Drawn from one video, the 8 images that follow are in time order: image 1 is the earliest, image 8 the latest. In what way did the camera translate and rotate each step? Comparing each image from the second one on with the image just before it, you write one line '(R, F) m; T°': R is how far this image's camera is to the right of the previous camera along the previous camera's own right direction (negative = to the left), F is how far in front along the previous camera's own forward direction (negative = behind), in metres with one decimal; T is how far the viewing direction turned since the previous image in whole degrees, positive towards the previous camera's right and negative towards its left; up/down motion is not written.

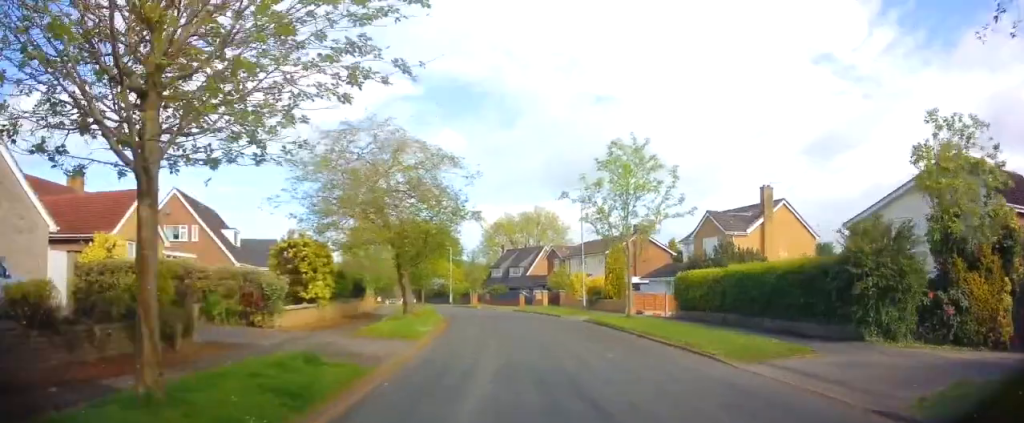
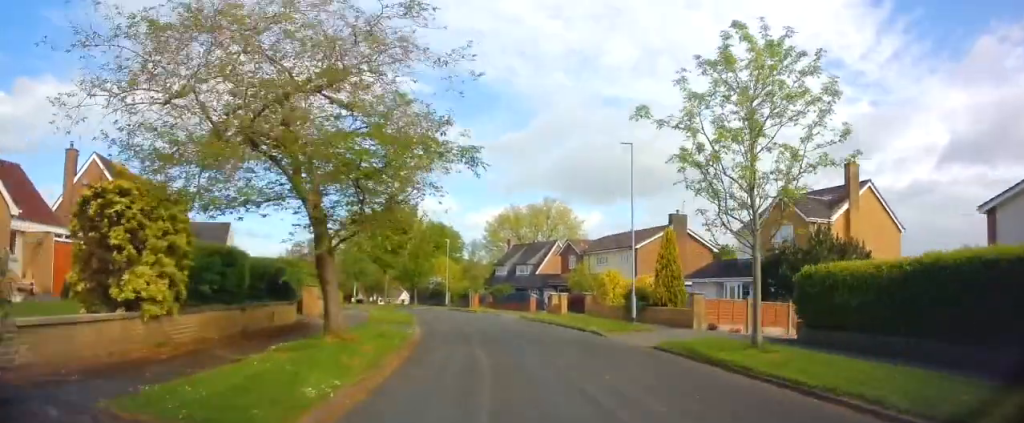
(0.0, +9.6) m; 0°
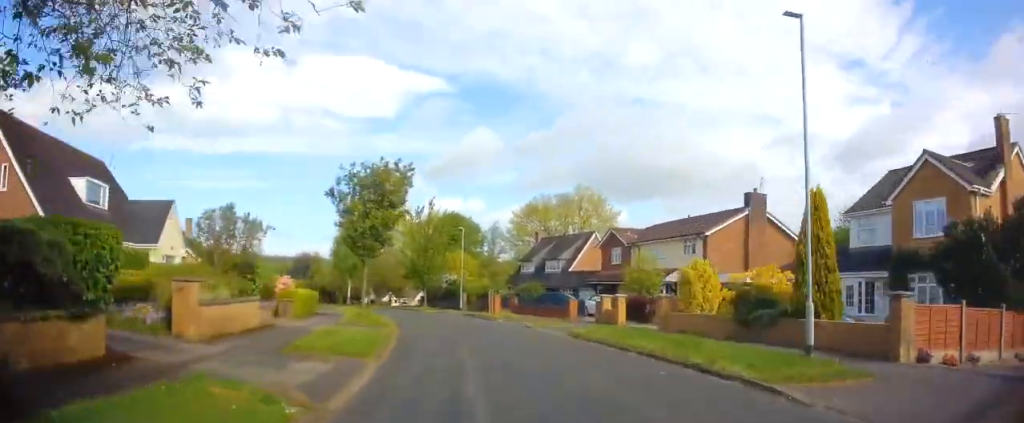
(0.0, +10.0) m; -3°
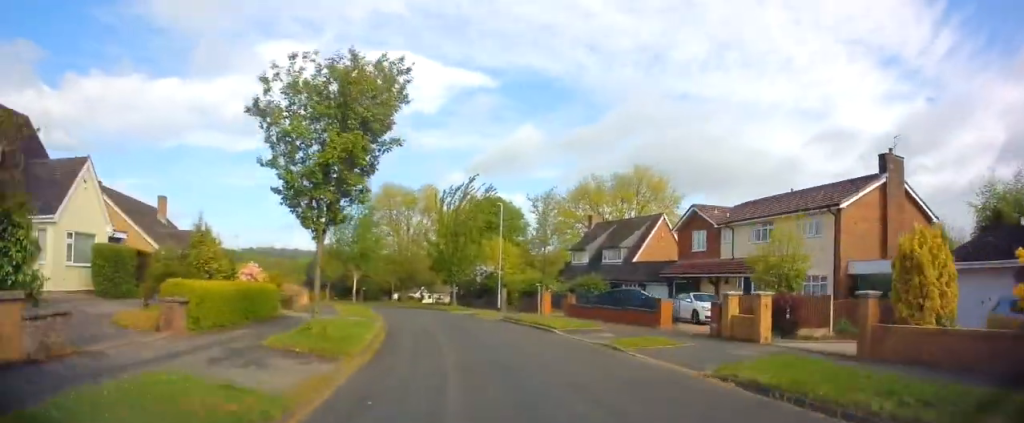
(-0.6, +10.0) m; -4°
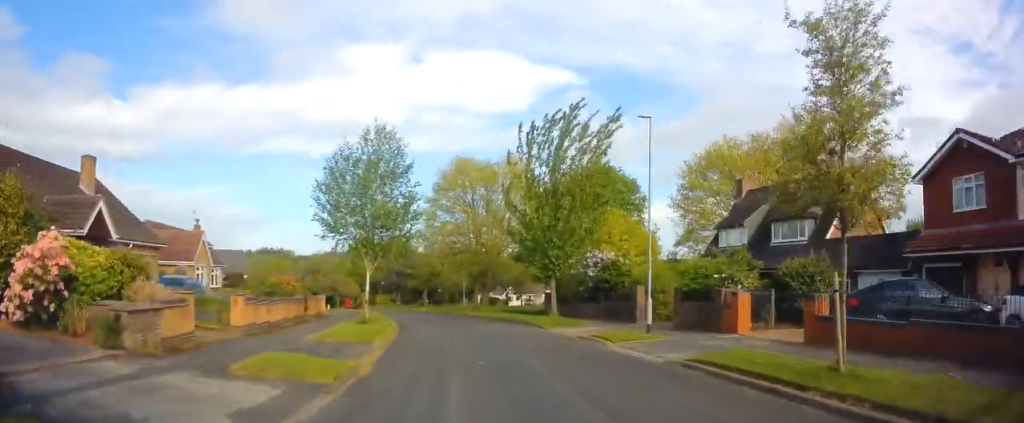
(-0.6, +16.5) m; -7°
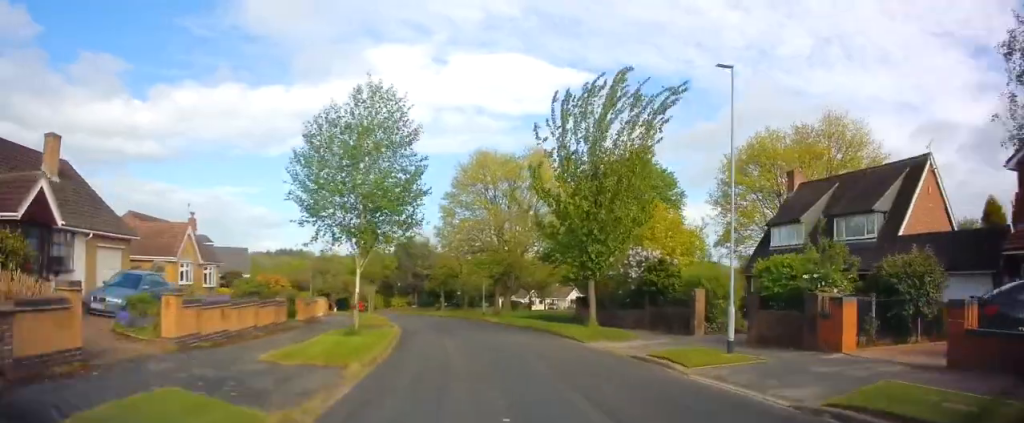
(0.0, +4.2) m; -3°
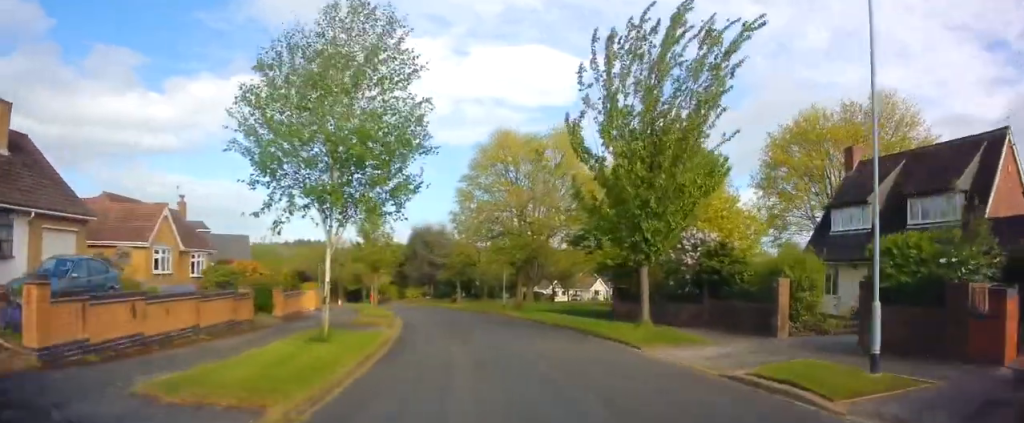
(-0.2, +4.3) m; -3°
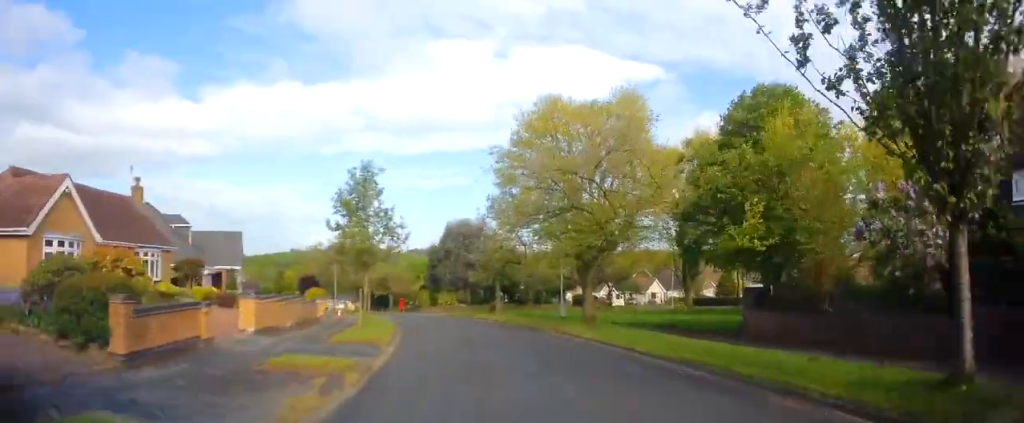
(-0.6, +10.0) m; -7°
